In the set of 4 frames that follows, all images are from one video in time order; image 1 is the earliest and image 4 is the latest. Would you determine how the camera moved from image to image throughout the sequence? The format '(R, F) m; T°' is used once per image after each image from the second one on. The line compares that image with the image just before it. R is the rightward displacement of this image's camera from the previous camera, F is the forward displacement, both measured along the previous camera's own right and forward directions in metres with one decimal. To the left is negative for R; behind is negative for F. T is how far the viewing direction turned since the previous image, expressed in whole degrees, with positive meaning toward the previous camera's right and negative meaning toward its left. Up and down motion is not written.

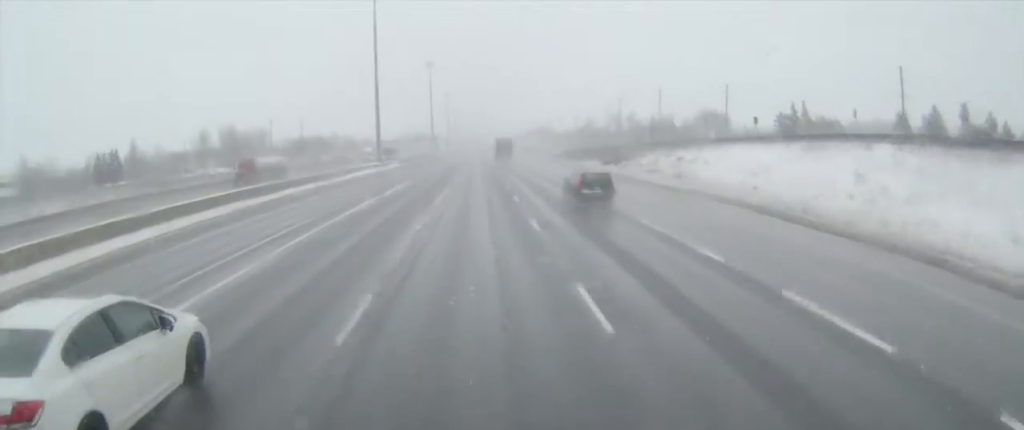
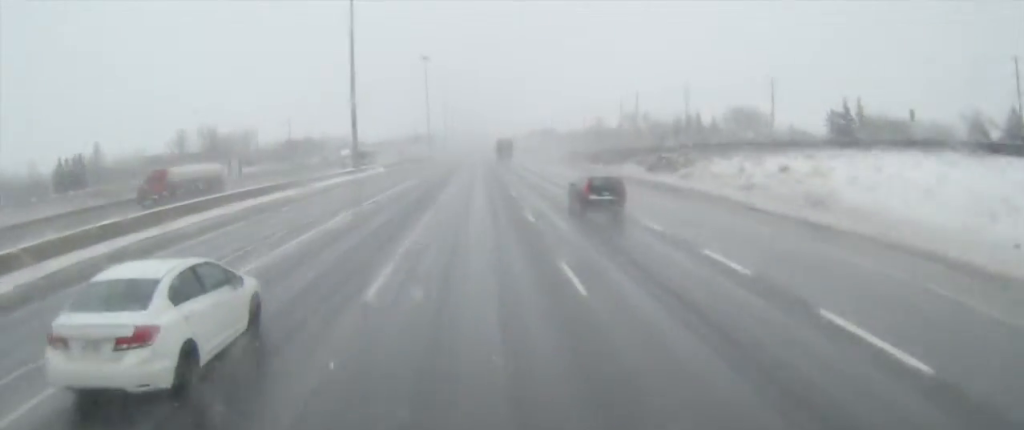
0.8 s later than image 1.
(0.0, +21.5) m; 0°
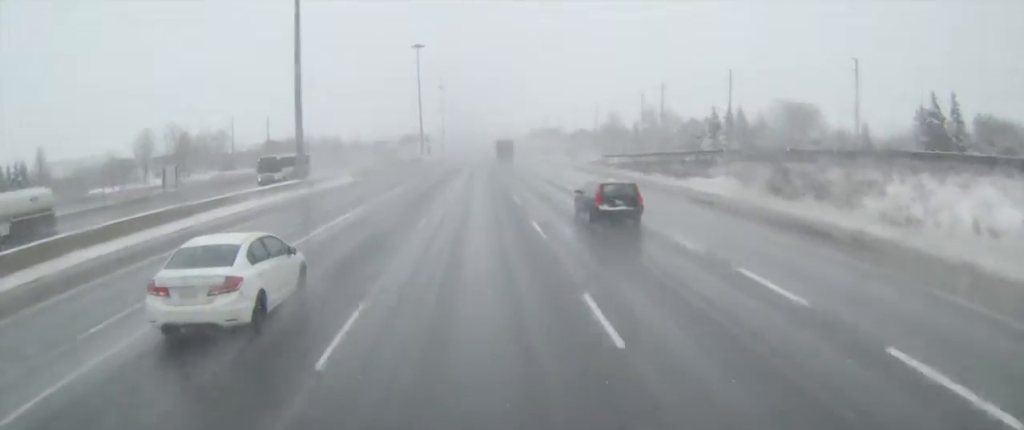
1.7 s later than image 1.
(0.0, +27.1) m; 0°
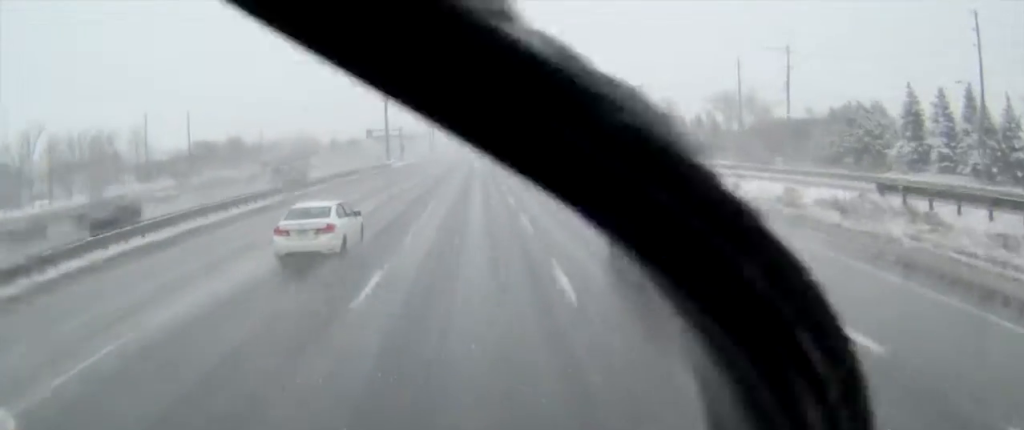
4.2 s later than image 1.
(+0.1, +69.1) m; 0°
